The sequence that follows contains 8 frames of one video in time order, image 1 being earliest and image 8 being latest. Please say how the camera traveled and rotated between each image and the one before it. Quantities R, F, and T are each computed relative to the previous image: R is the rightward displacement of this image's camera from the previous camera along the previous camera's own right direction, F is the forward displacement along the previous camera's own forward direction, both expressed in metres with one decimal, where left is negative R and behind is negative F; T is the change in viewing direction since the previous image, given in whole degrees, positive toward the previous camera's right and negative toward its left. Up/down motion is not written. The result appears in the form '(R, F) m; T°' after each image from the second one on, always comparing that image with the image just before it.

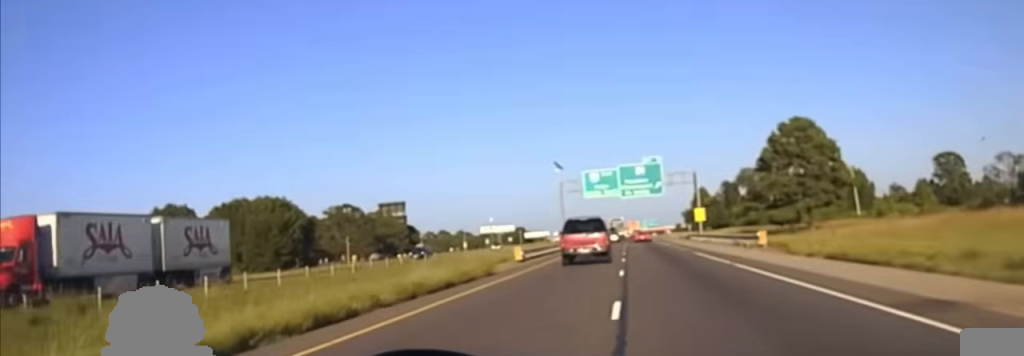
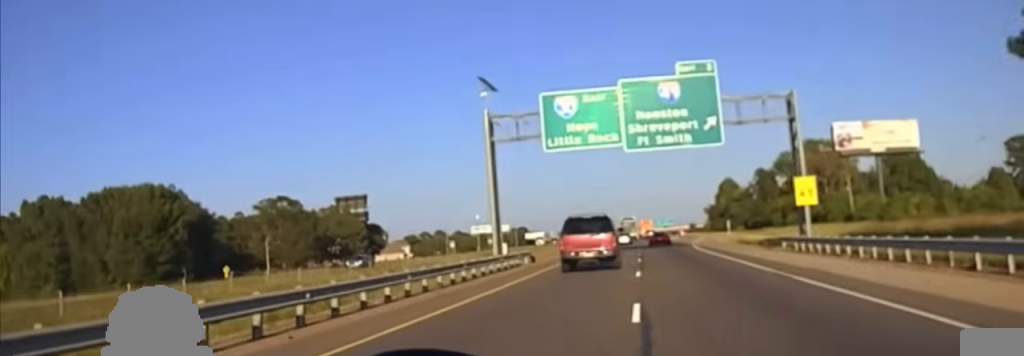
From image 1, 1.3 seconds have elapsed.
(0.0, +61.9) m; 0°
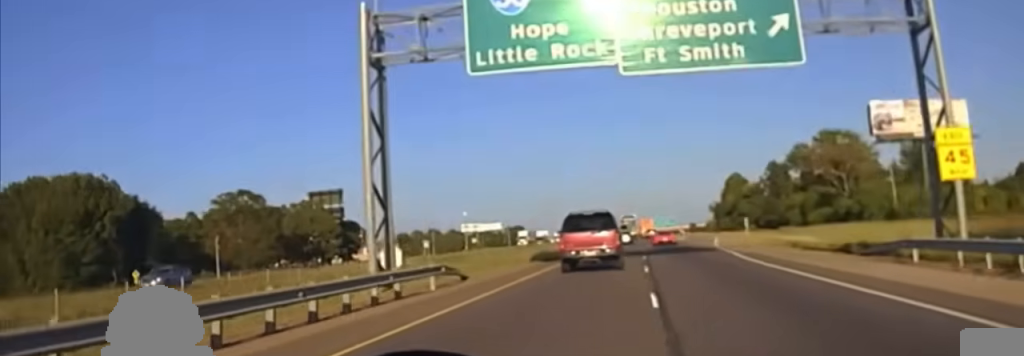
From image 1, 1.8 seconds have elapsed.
(0.0, +22.8) m; 0°
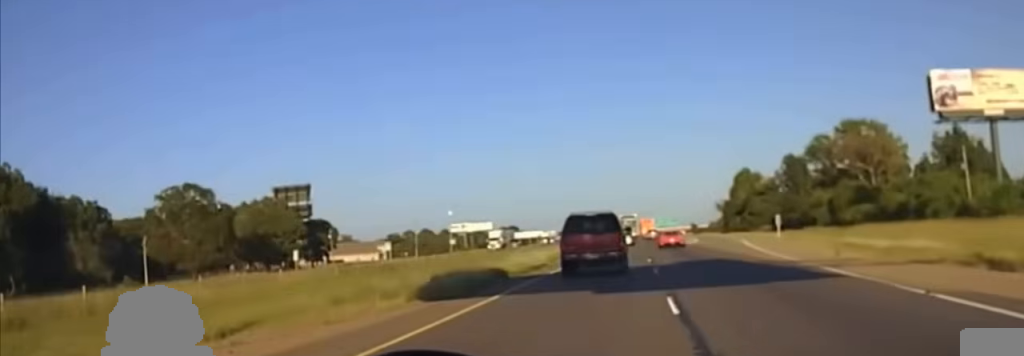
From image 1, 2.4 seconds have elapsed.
(-0.2, +27.1) m; 0°
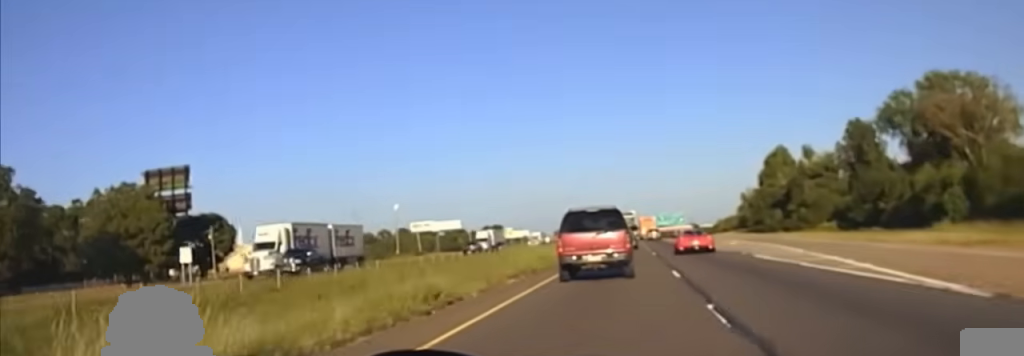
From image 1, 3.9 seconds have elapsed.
(+0.3, +63.9) m; +1°
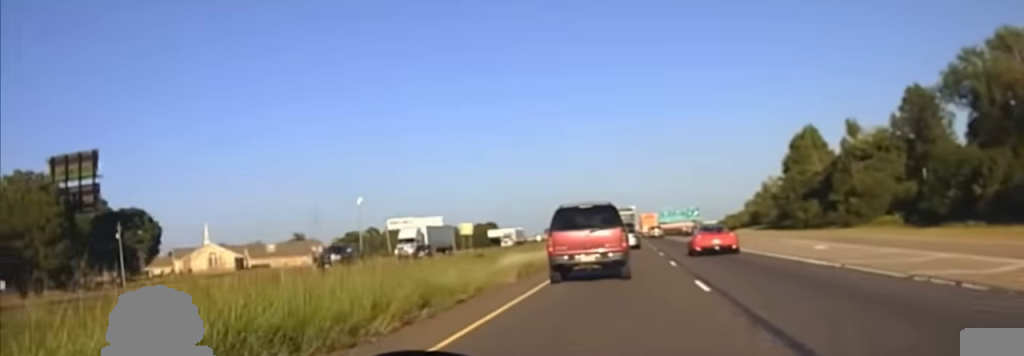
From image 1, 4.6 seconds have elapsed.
(-0.1, +30.5) m; 0°
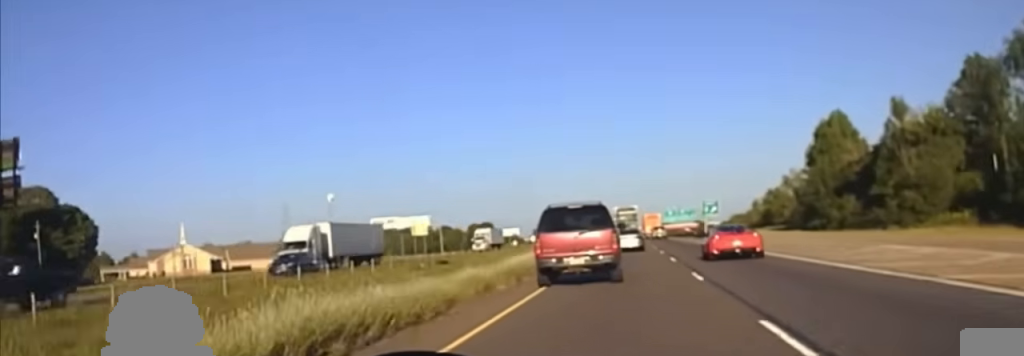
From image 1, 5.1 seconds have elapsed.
(-0.1, +21.1) m; -1°
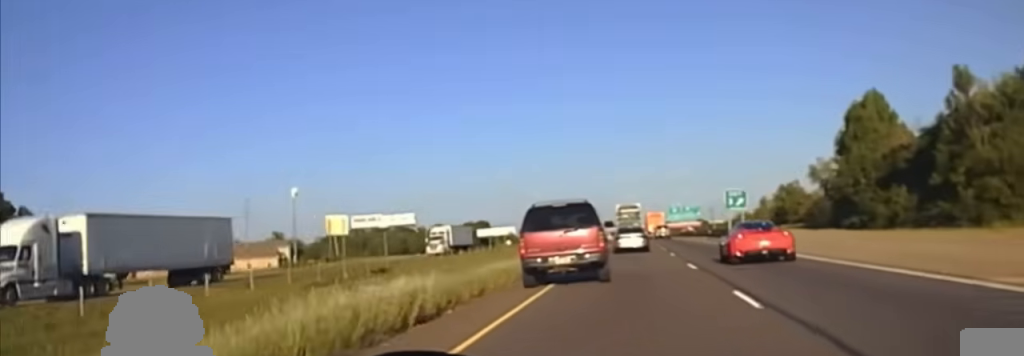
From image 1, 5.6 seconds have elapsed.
(-0.2, +20.3) m; 0°
